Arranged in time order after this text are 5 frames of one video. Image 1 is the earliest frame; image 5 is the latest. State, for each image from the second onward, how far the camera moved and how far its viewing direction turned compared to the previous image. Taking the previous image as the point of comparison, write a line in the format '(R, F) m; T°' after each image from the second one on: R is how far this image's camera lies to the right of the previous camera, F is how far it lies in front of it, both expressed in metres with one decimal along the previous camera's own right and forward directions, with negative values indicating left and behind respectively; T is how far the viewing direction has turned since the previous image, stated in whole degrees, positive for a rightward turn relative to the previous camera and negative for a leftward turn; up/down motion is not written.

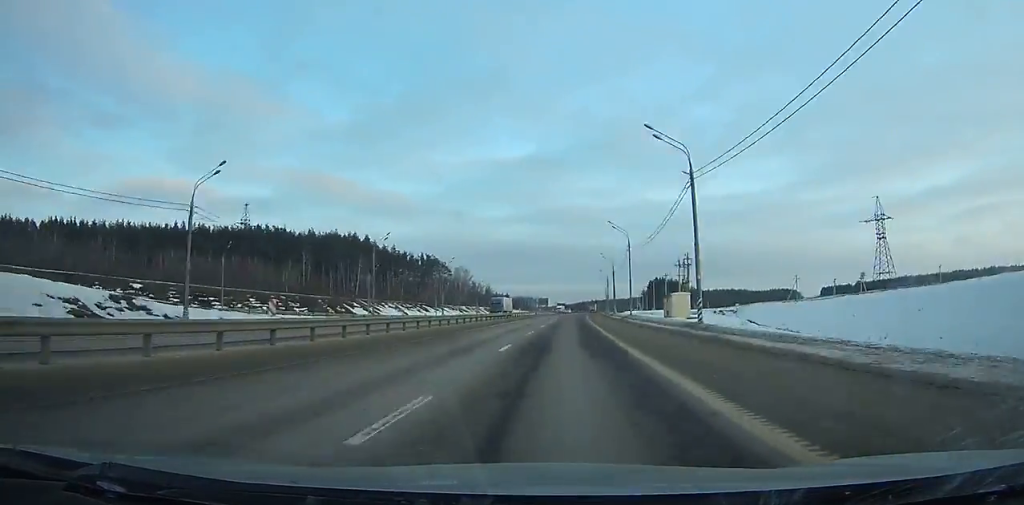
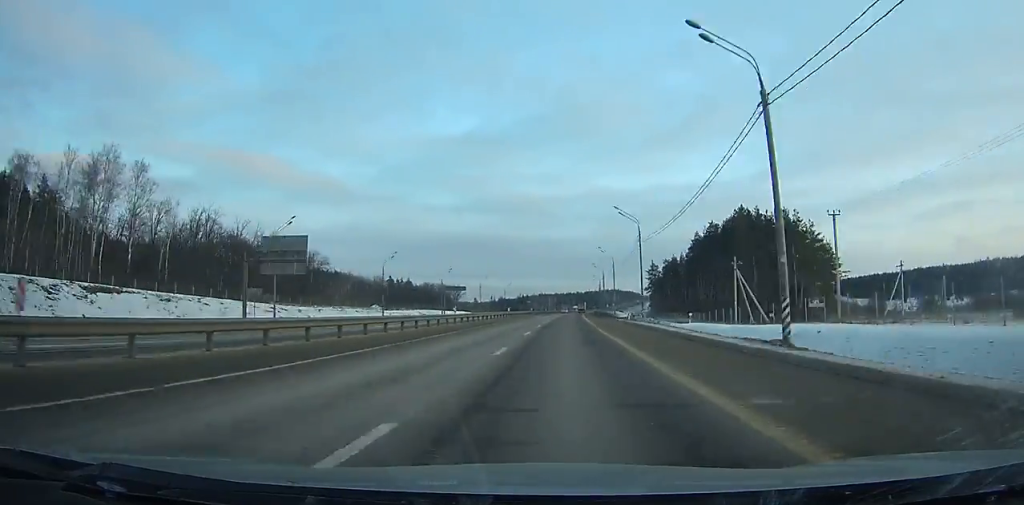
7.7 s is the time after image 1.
(+10.6, +236.2) m; +5°
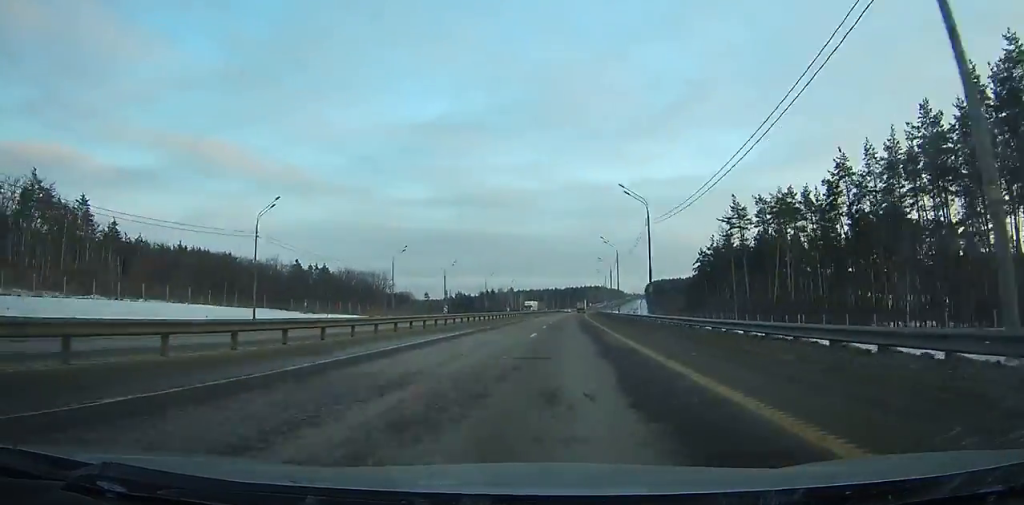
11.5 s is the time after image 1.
(+2.3, +119.3) m; +3°
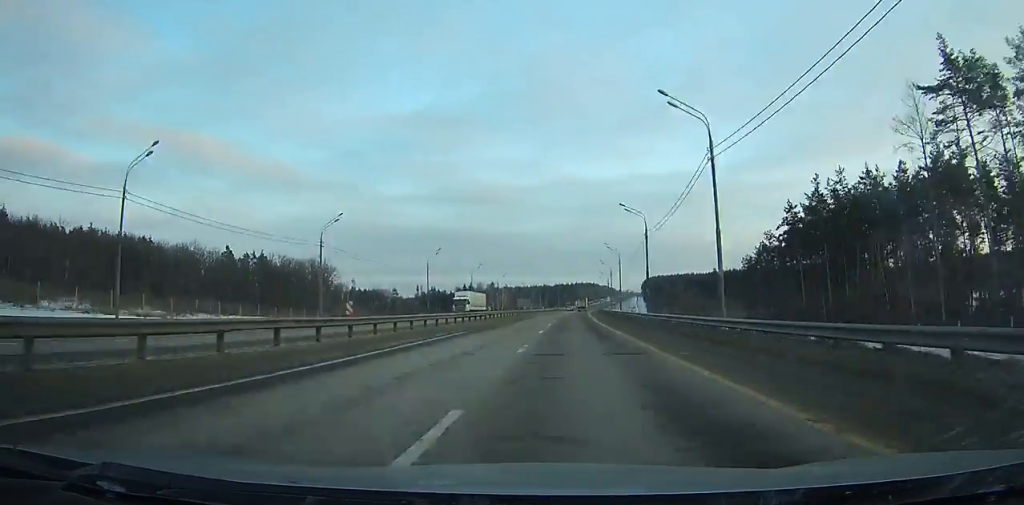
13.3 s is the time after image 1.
(+0.4, +57.2) m; +1°
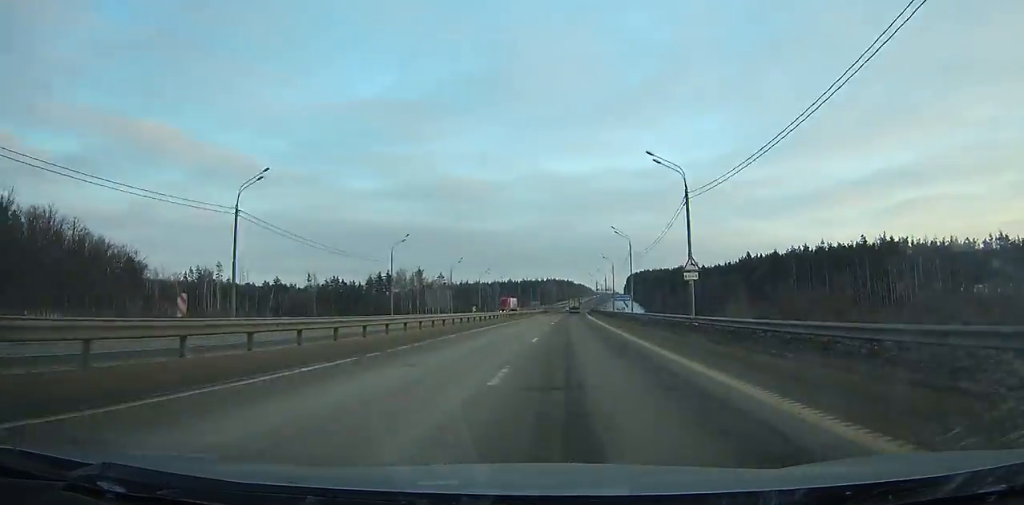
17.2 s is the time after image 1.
(+3.0, +125.1) m; +2°
